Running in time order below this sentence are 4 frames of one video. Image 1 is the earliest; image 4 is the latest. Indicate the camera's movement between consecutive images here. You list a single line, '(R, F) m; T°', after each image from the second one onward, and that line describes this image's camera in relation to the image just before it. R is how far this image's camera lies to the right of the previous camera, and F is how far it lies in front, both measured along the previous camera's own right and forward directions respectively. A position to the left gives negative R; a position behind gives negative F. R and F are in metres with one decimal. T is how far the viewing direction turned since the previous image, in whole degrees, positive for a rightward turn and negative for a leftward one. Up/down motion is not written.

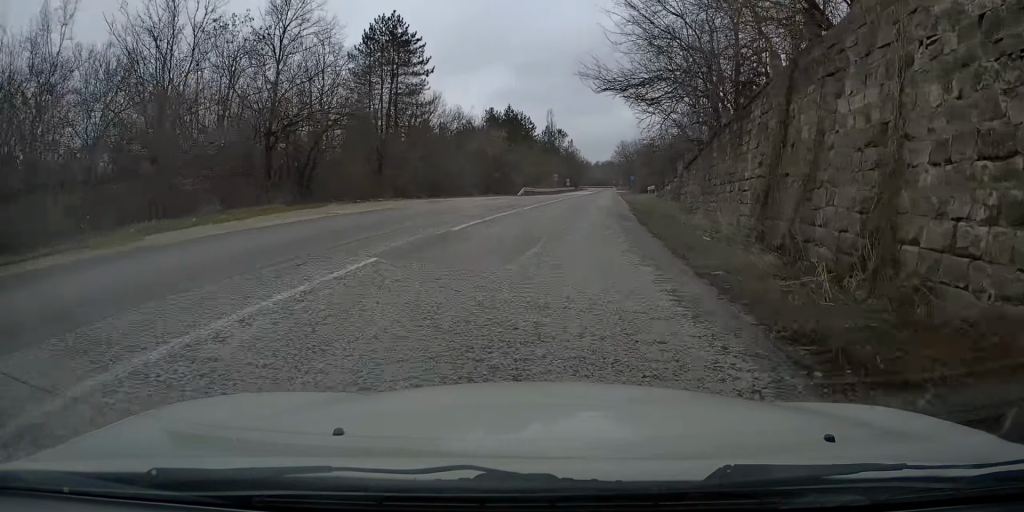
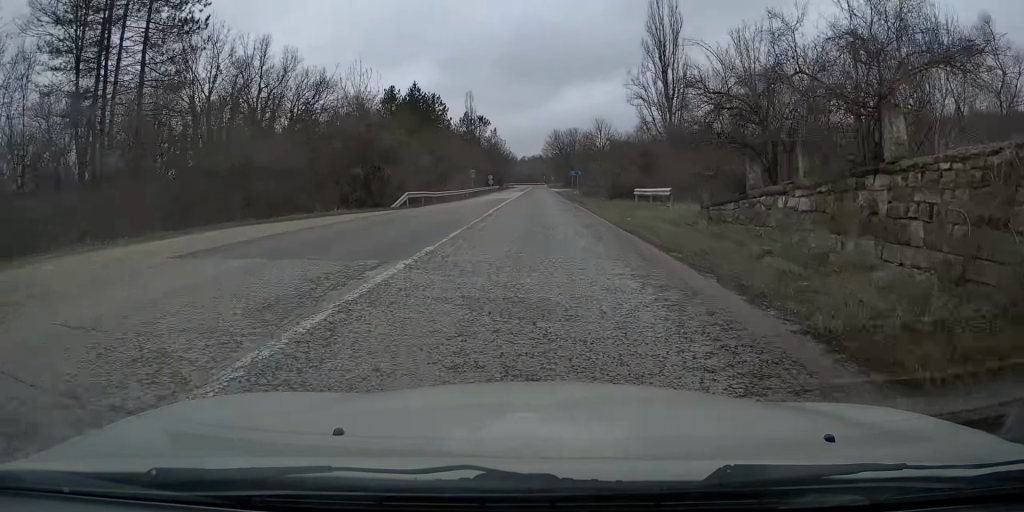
(+2.6, +26.5) m; +11°
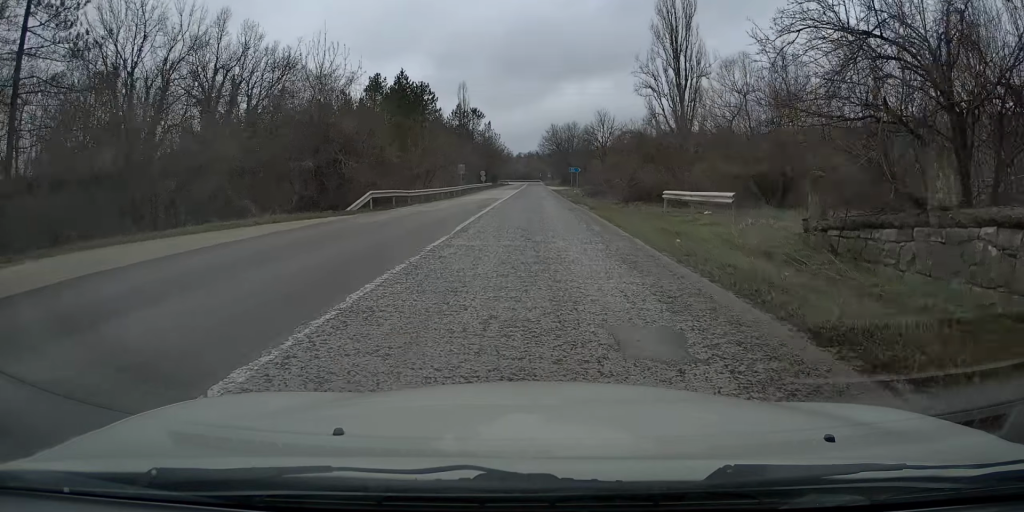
(+0.3, +7.3) m; +2°
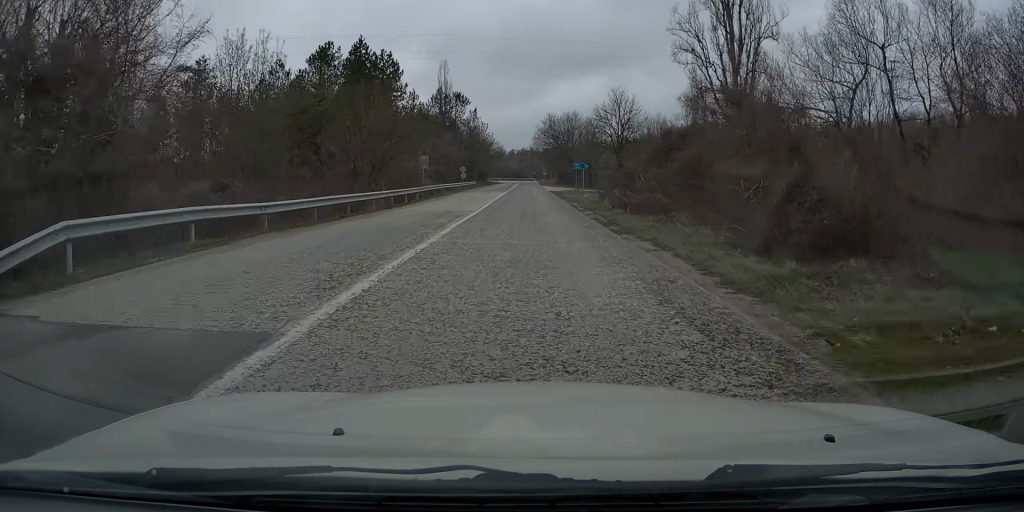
(+0.7, +19.2) m; +2°
